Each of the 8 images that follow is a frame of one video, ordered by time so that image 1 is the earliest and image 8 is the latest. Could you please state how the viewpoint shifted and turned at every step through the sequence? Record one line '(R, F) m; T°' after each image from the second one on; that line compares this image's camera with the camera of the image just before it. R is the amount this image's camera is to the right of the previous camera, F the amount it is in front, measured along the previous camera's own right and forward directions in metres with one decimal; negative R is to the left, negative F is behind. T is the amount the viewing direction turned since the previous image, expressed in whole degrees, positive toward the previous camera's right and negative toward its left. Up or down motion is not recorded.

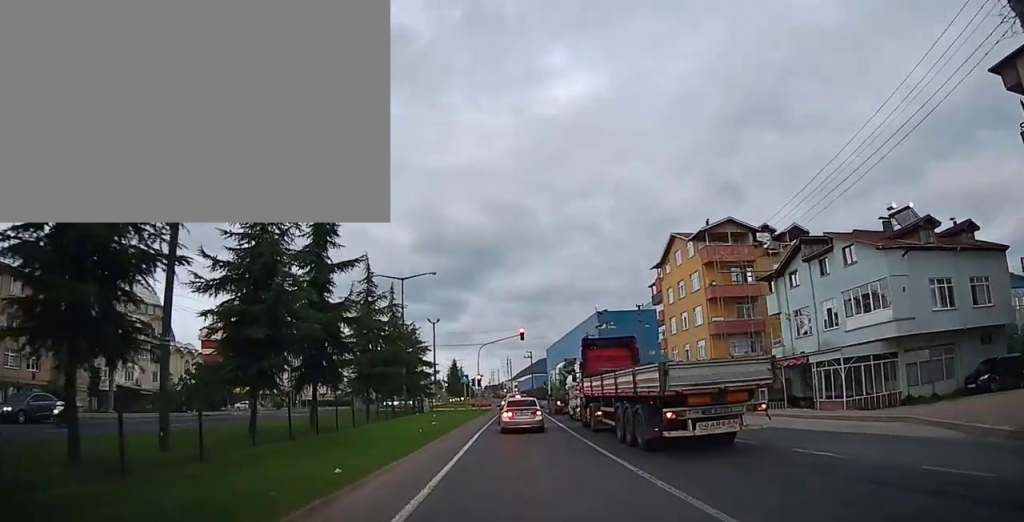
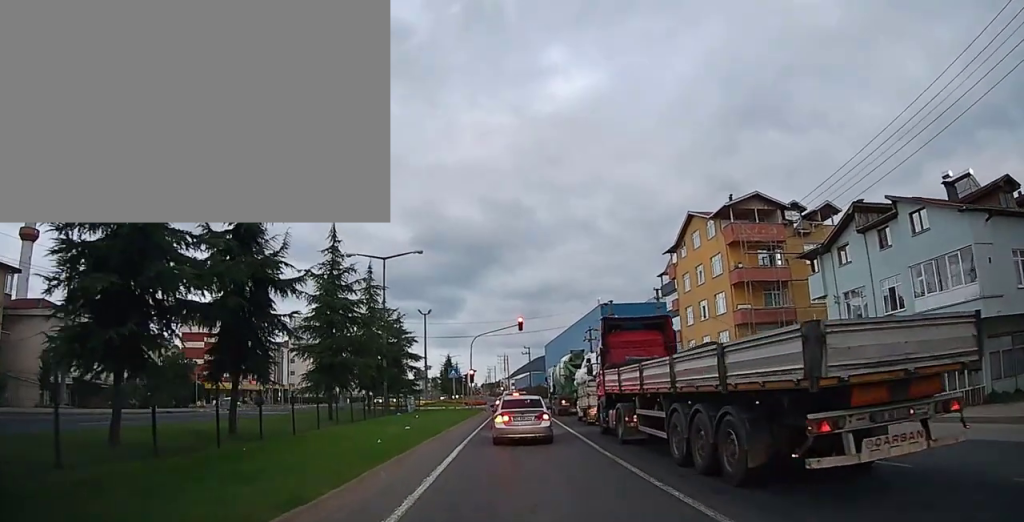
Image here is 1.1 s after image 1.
(-0.1, +6.0) m; +1°
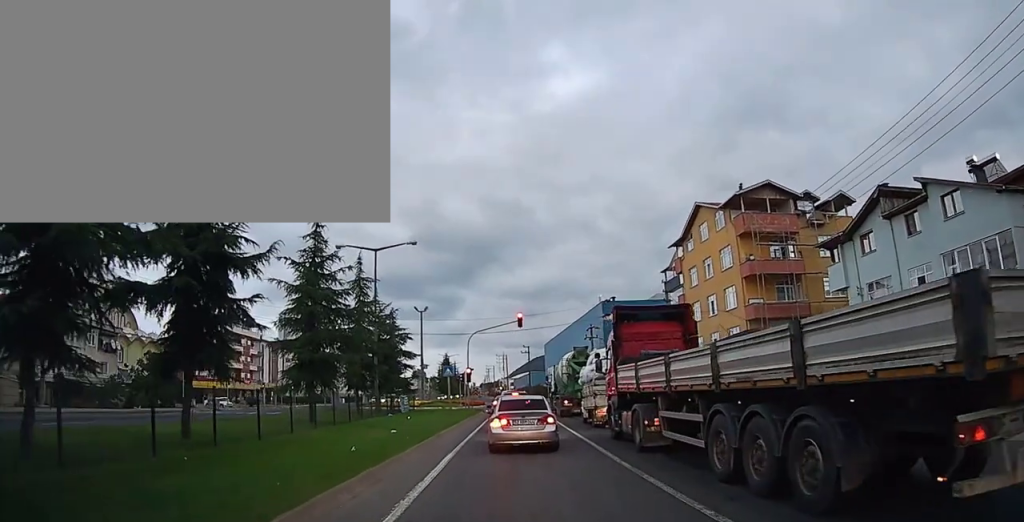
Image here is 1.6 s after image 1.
(+0.1, +2.1) m; +2°
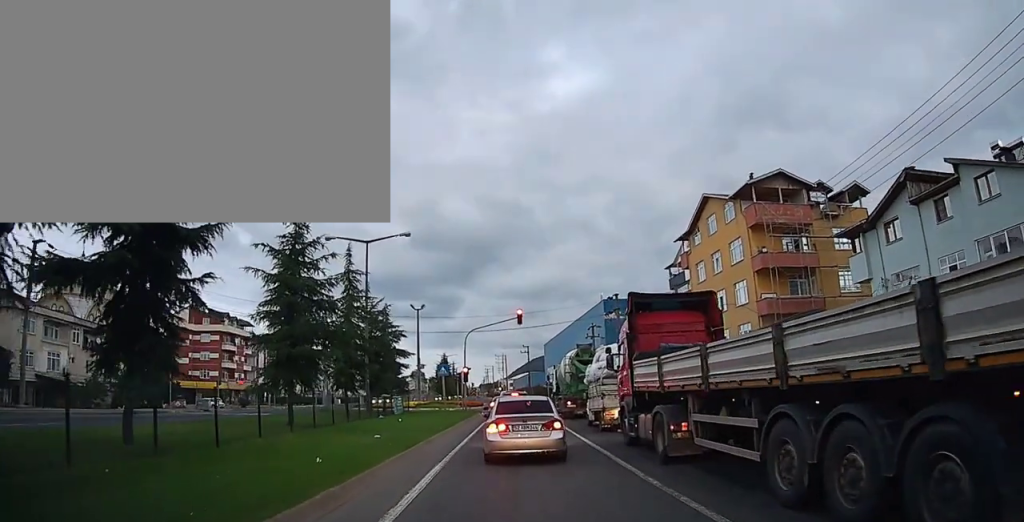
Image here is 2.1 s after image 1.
(+0.1, +2.1) m; +2°
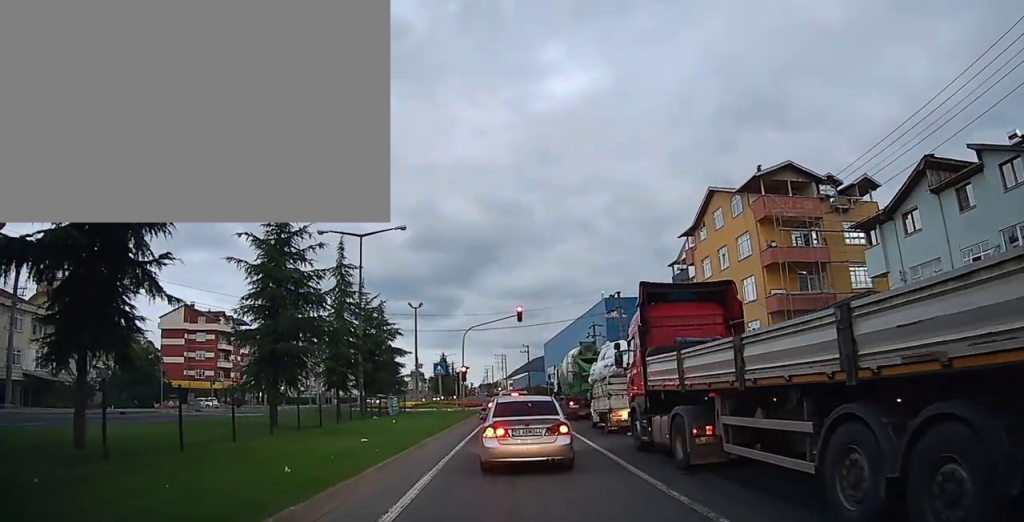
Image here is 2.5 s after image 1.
(0.0, +1.3) m; +2°
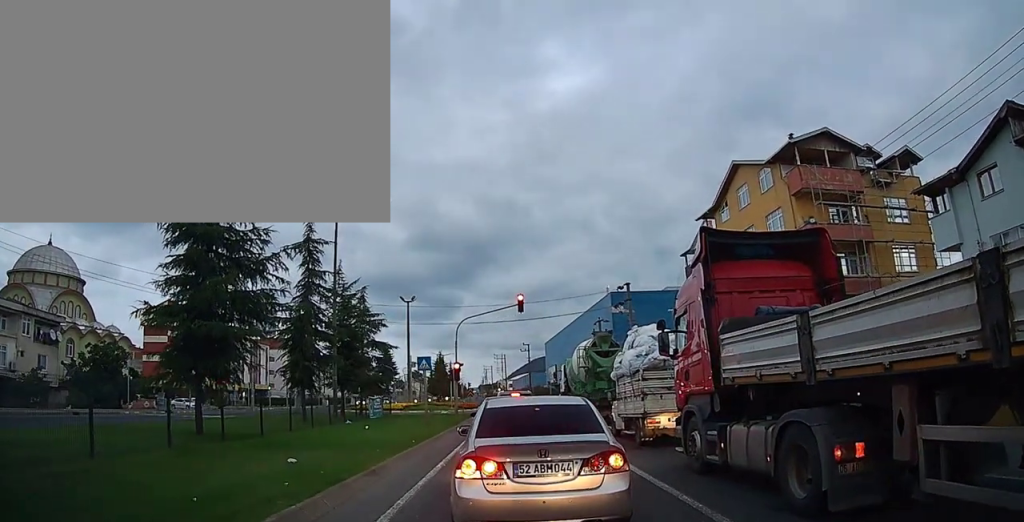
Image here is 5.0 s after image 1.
(+0.6, +2.9) m; +2°
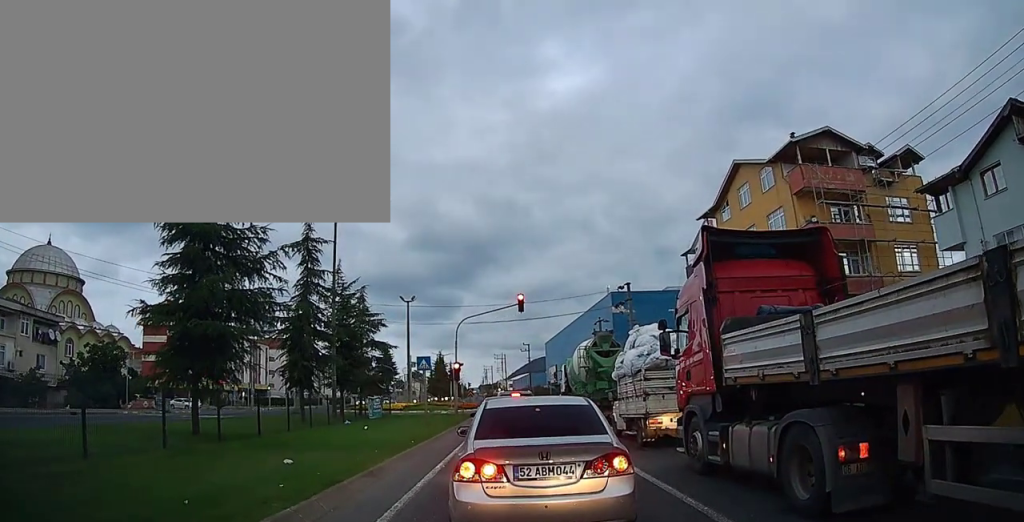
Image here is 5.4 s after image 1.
(0.0, 0.0) m; 0°
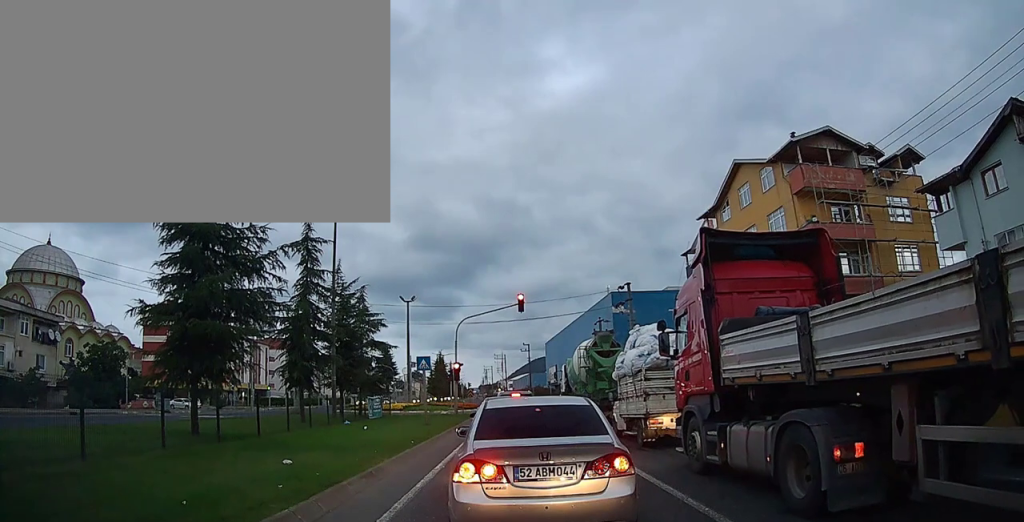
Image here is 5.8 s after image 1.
(0.0, 0.0) m; 0°
